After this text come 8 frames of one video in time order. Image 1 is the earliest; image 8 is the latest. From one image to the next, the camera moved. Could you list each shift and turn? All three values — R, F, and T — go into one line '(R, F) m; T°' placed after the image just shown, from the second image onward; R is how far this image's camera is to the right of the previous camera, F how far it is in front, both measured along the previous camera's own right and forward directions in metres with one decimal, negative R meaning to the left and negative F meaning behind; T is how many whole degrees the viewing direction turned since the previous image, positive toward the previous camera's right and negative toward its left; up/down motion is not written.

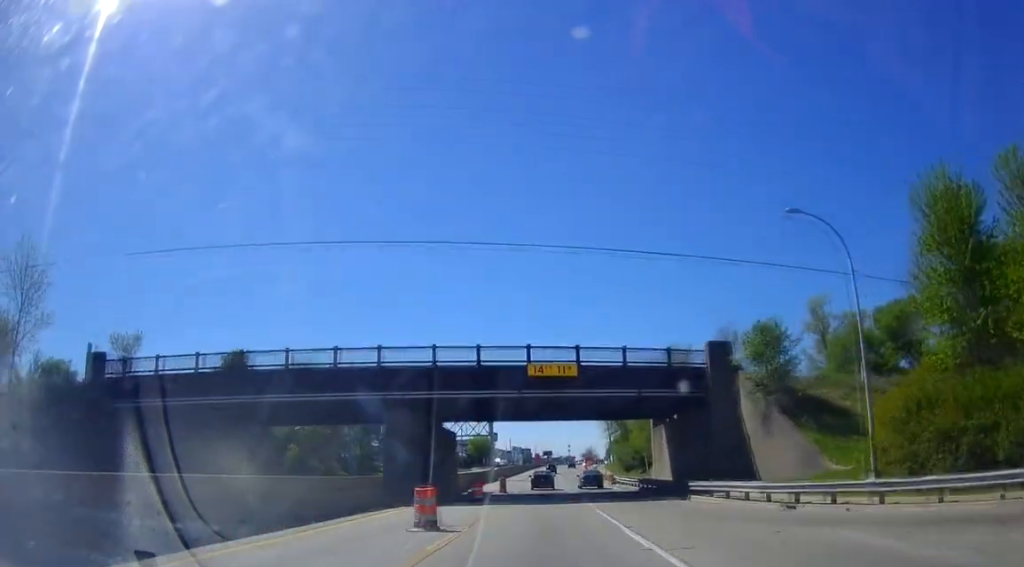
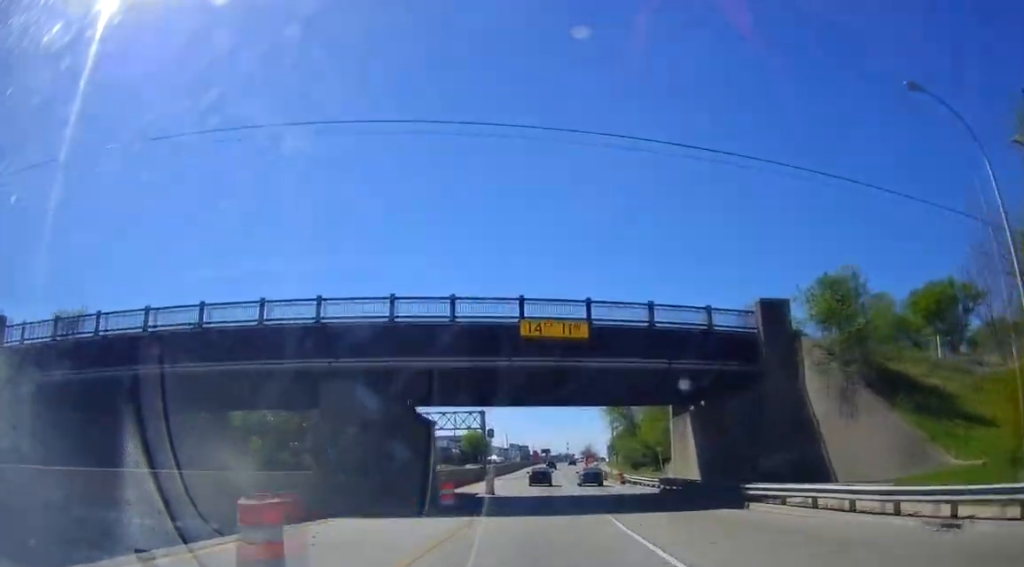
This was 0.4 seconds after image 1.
(0.0, +8.9) m; 0°
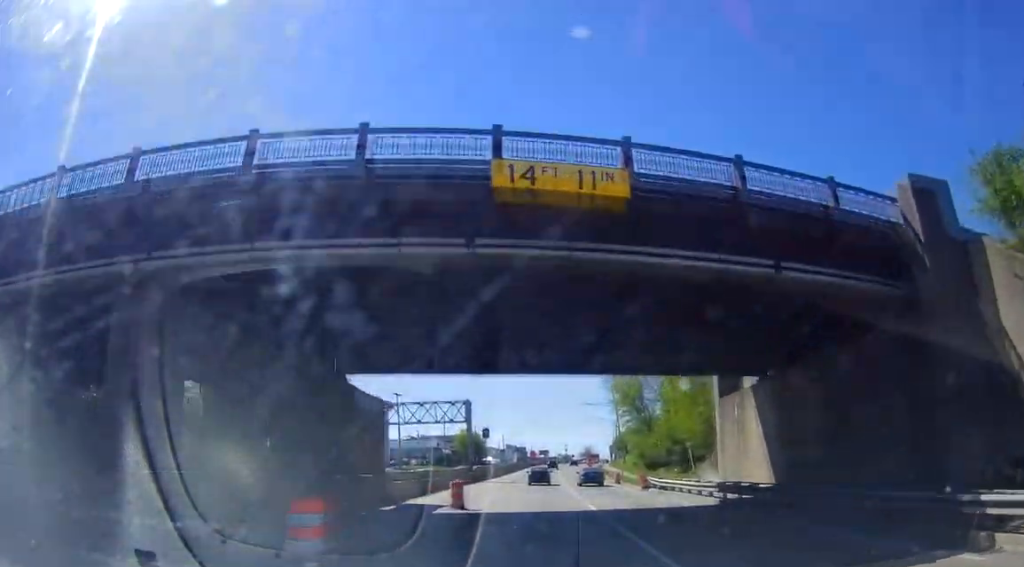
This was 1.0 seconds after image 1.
(0.0, +12.4) m; +1°
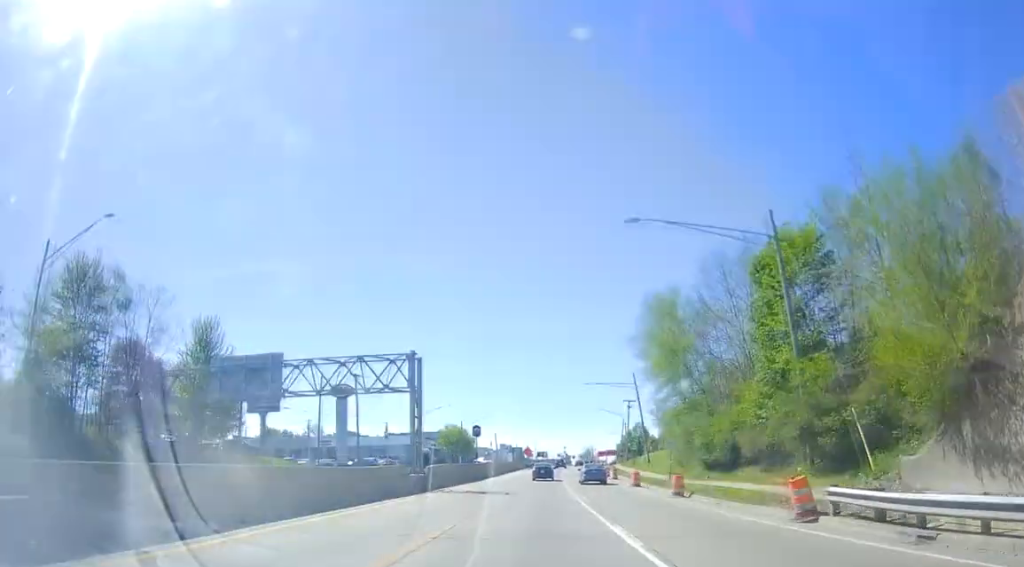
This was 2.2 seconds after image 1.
(+0.7, +24.9) m; +3°
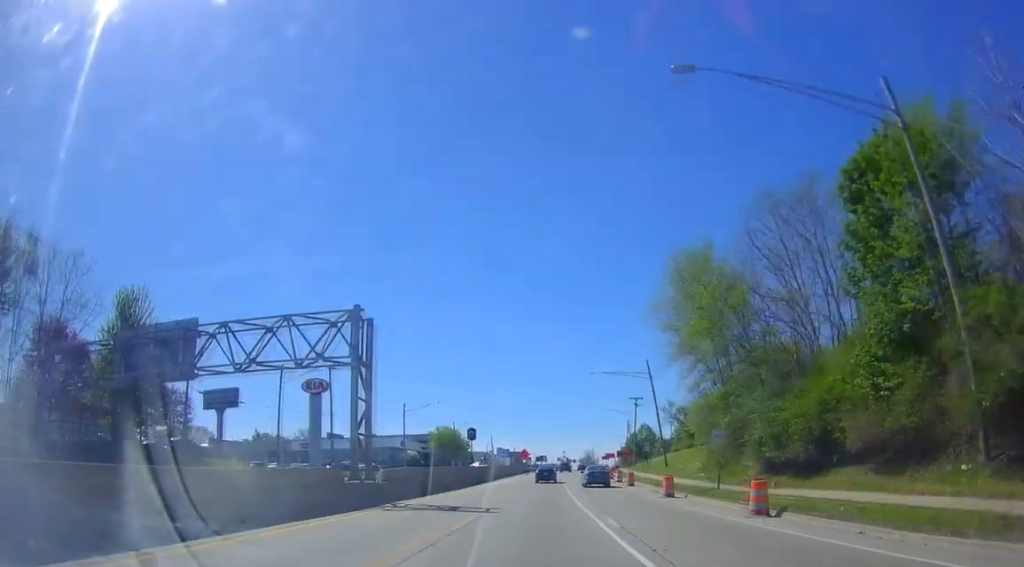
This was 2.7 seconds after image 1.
(+0.3, +10.4) m; 0°
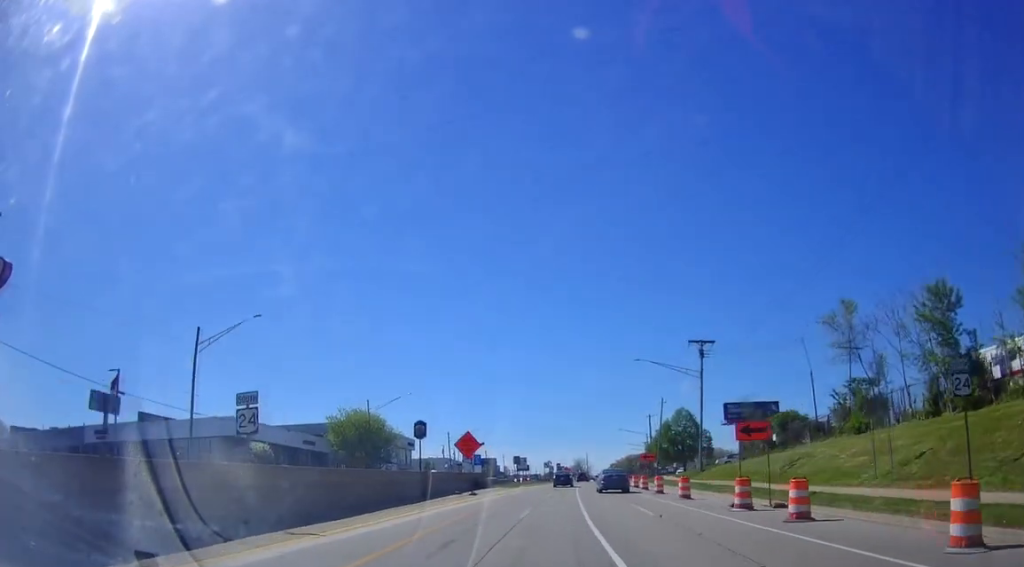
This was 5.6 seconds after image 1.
(-1.9, +56.0) m; -2°
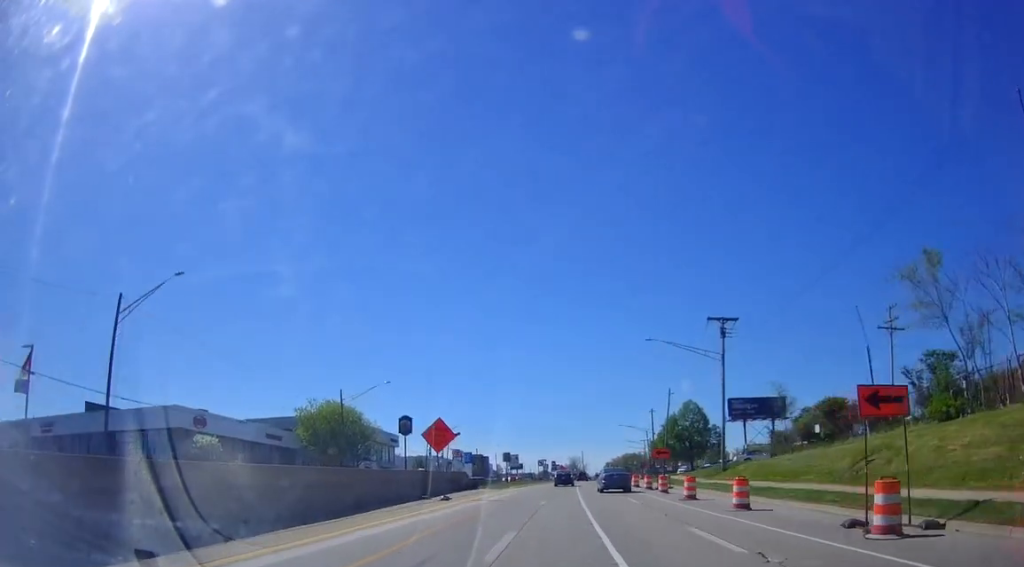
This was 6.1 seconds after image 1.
(0.0, +8.5) m; 0°
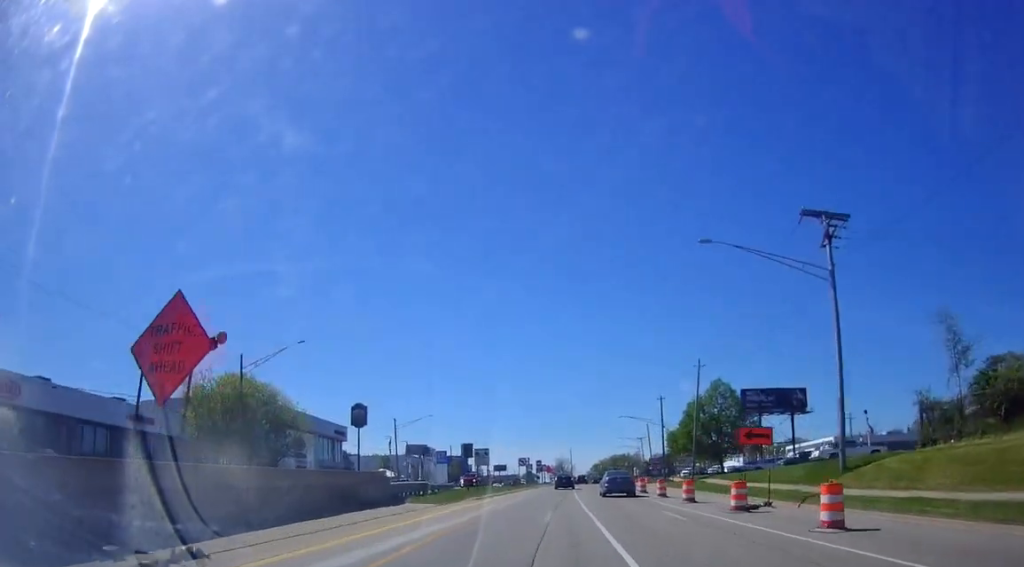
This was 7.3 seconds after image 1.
(+0.2, +21.0) m; +2°
